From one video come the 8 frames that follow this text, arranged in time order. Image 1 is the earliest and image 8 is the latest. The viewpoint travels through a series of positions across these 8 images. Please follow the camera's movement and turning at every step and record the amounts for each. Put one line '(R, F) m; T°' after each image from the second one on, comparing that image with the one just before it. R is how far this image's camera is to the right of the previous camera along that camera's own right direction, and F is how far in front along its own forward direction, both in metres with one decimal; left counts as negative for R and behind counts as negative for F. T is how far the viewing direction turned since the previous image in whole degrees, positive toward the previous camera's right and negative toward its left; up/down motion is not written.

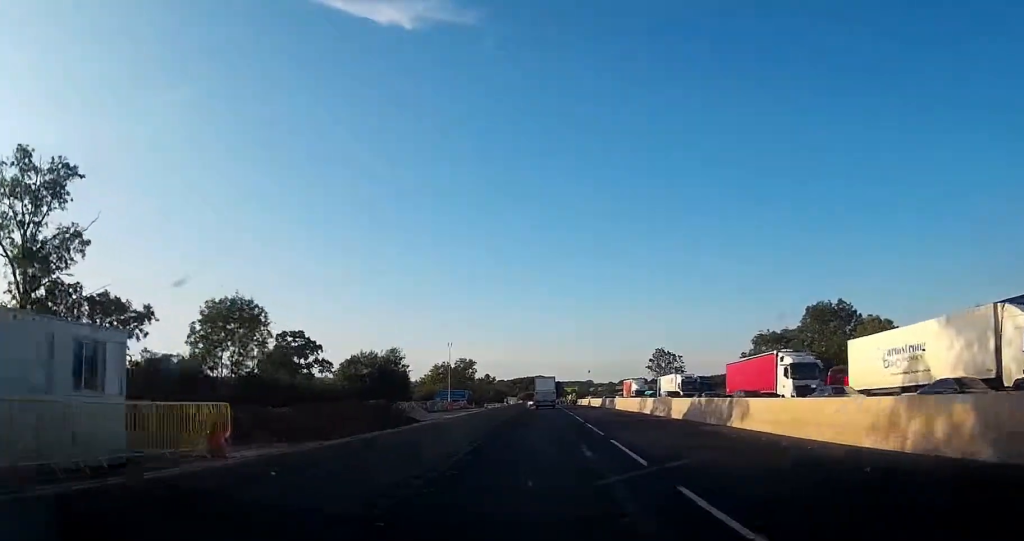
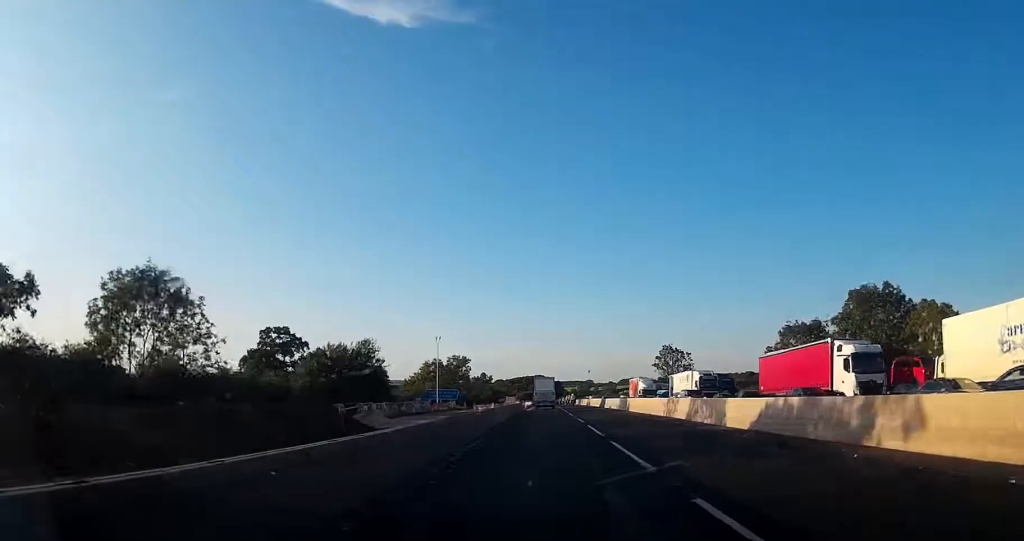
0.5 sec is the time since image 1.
(0.0, +9.8) m; 0°
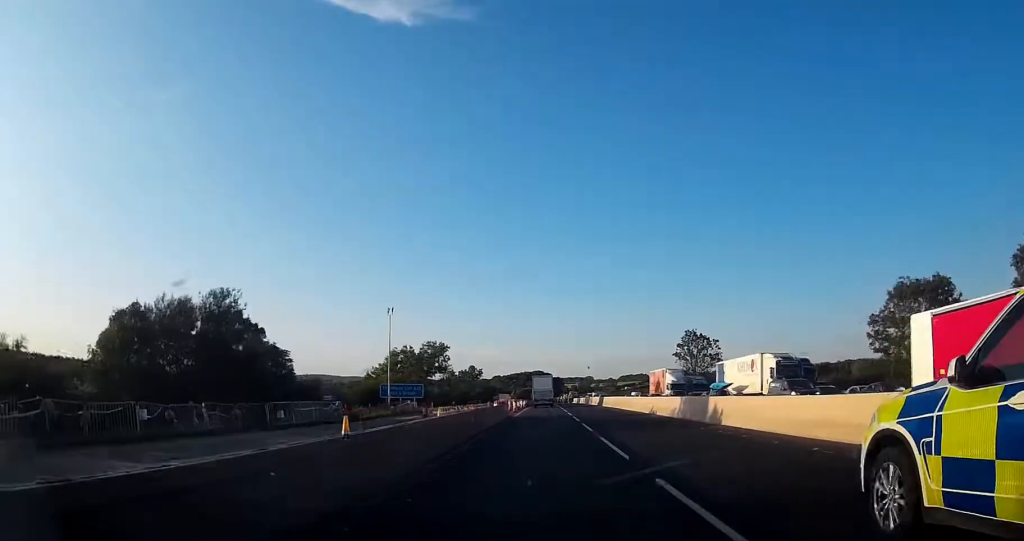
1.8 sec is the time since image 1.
(+0.2, +25.1) m; +1°
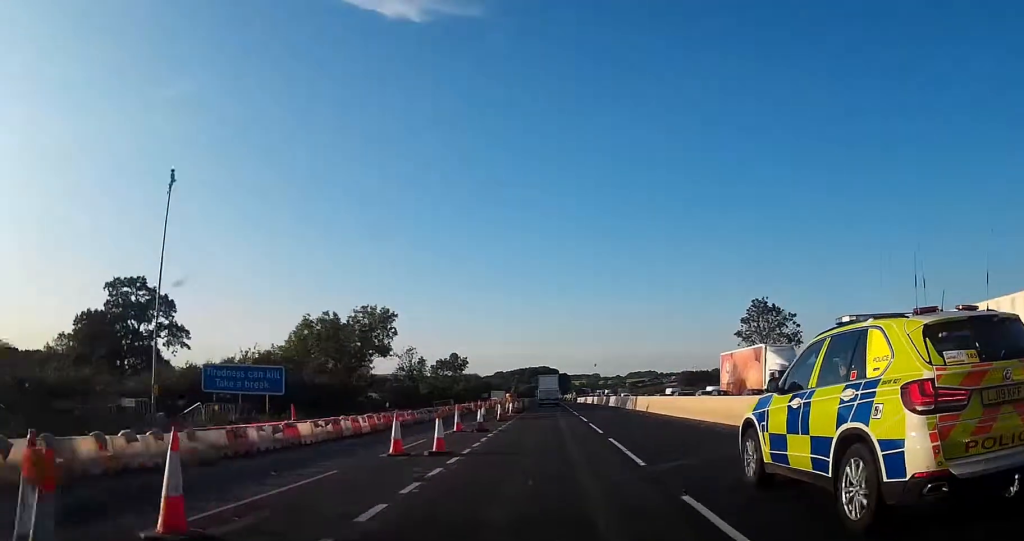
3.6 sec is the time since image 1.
(-0.1, +36.6) m; -1°
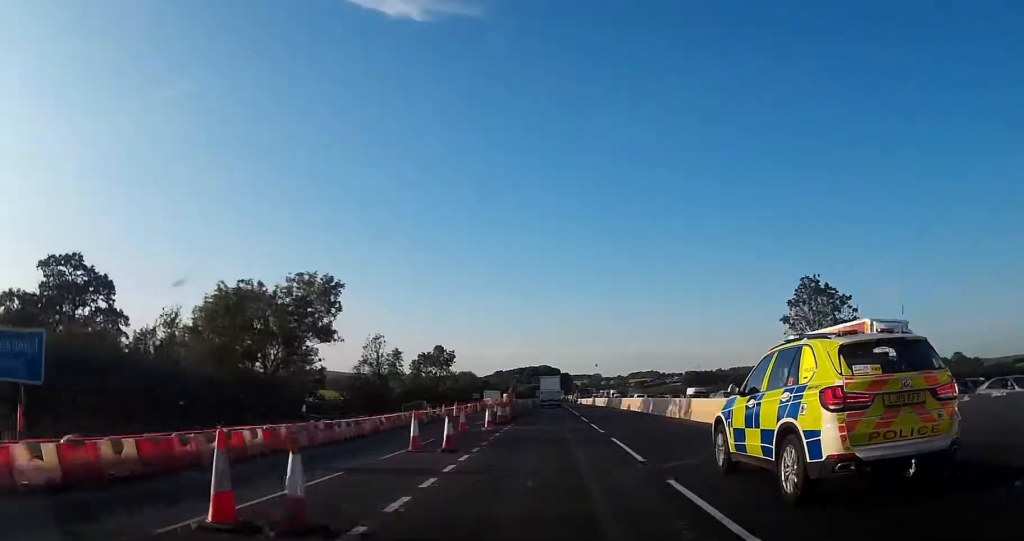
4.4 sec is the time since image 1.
(-0.1, +16.8) m; 0°
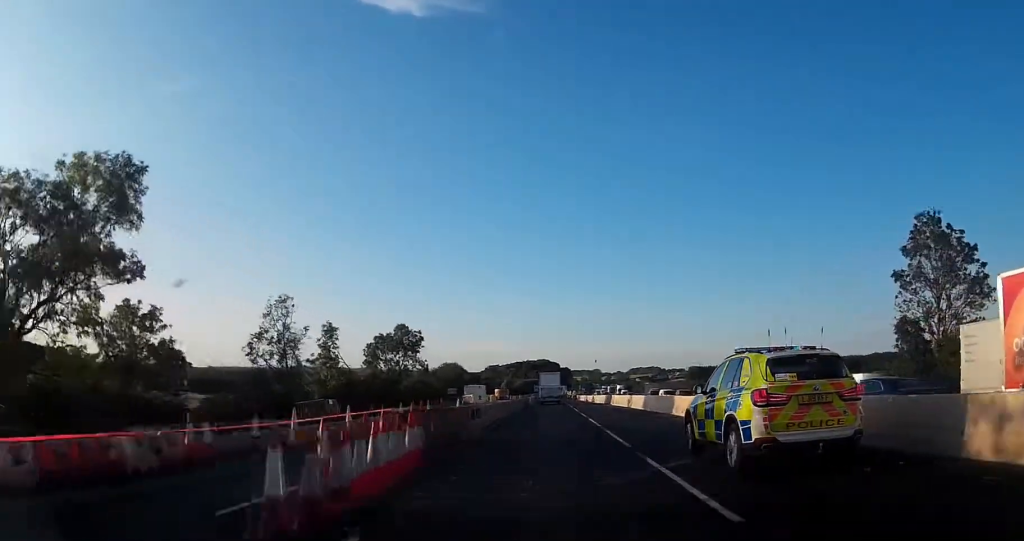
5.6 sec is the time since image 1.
(0.0, +24.3) m; 0°
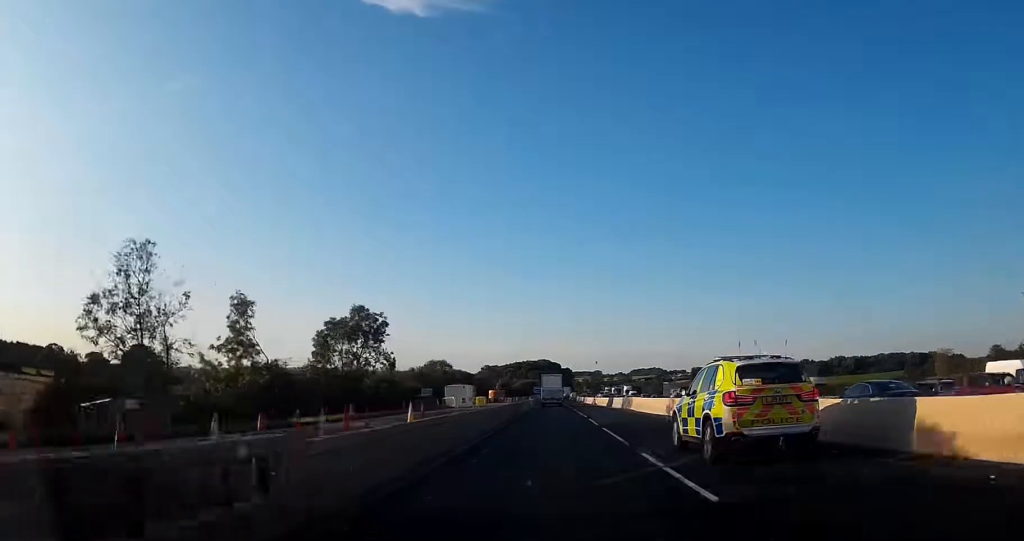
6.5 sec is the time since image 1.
(0.0, +16.9) m; 0°
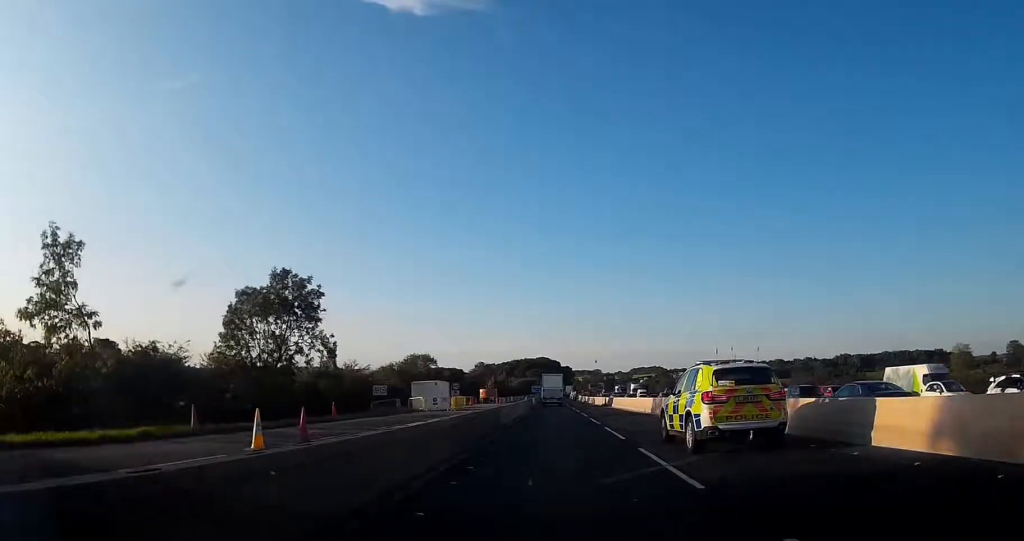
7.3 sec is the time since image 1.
(0.0, +17.0) m; 0°
